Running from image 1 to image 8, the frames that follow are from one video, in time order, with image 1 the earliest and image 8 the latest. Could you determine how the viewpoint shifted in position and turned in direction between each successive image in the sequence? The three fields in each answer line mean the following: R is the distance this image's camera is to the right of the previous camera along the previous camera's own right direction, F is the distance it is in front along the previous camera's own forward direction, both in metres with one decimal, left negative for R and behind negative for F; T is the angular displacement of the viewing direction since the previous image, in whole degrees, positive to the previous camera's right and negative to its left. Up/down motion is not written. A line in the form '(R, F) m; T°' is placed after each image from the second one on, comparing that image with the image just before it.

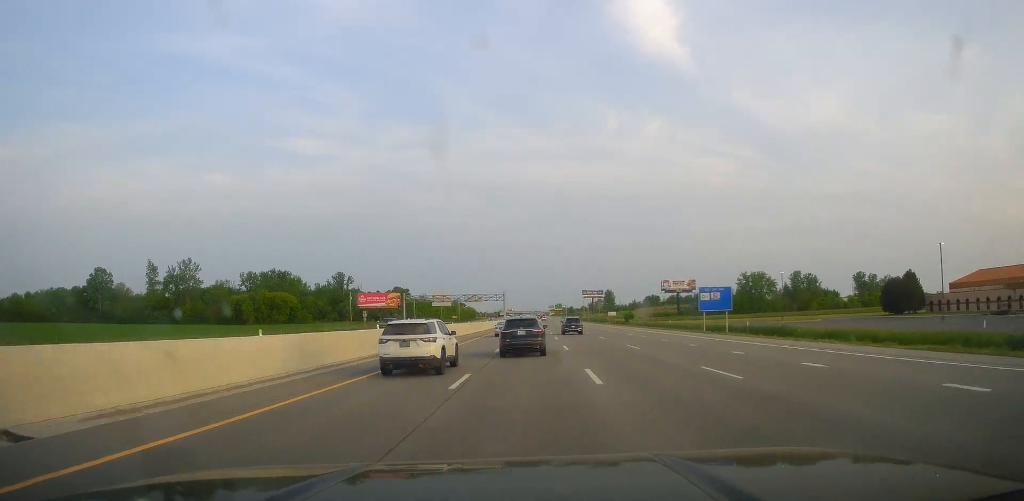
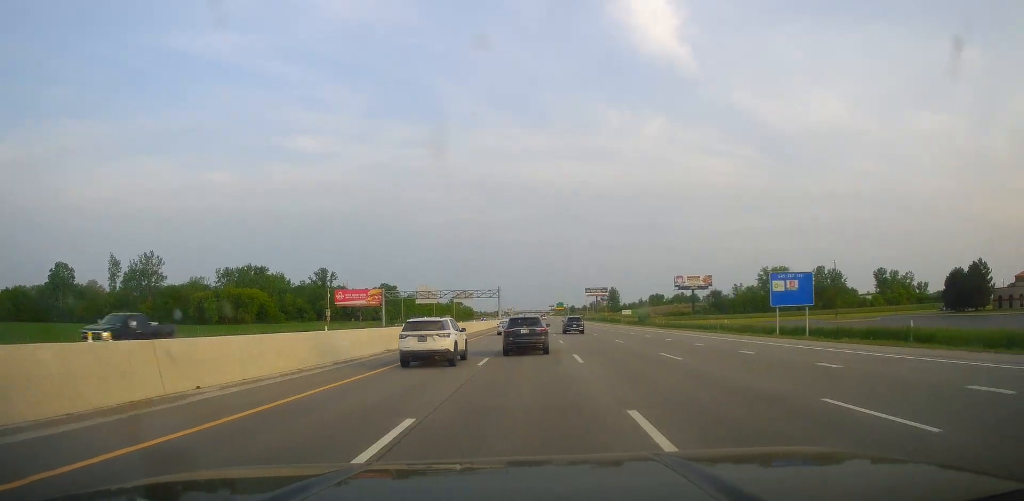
(0.0, +23.9) m; 0°
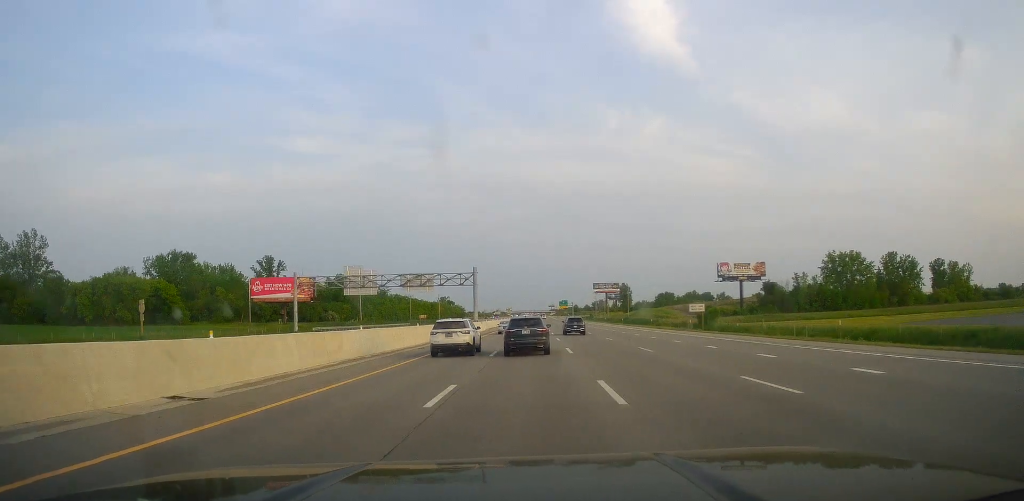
(+0.6, +55.5) m; 0°
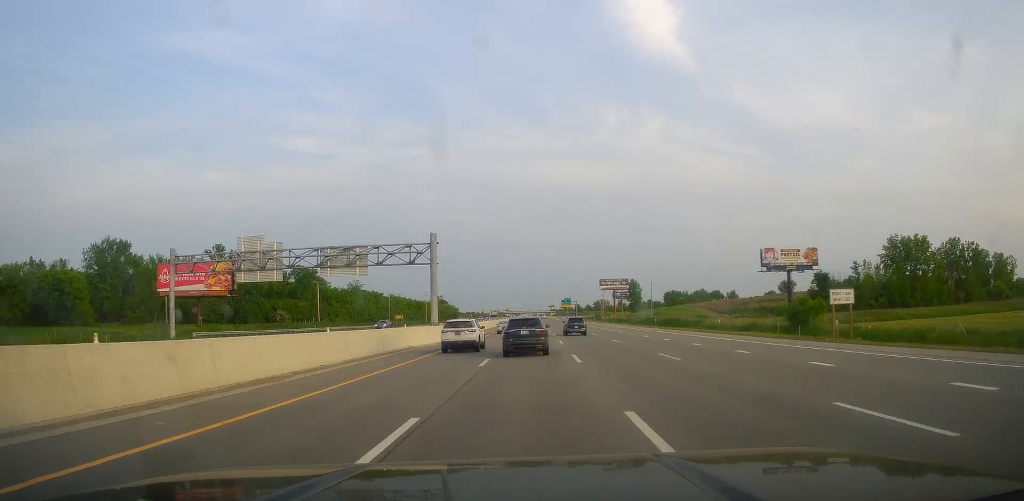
(-0.4, +35.3) m; -1°
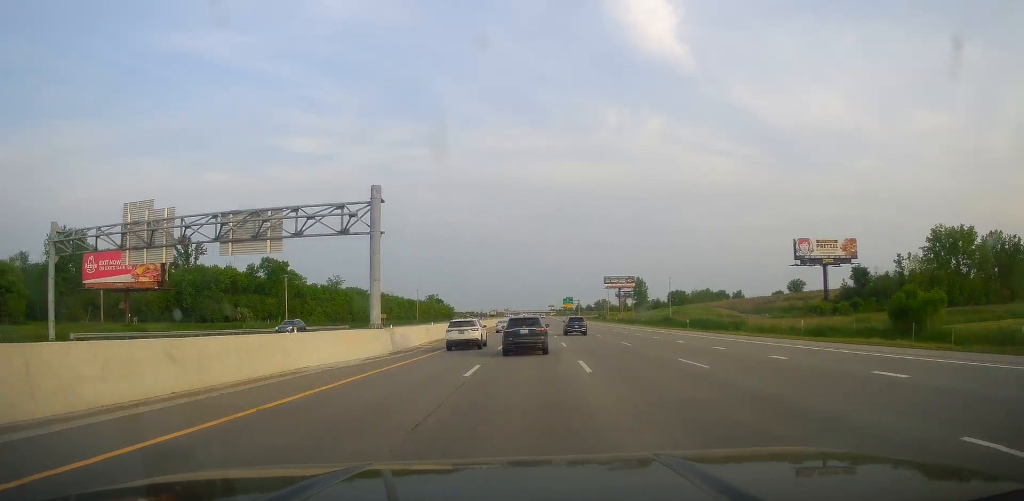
(0.0, +19.5) m; +1°
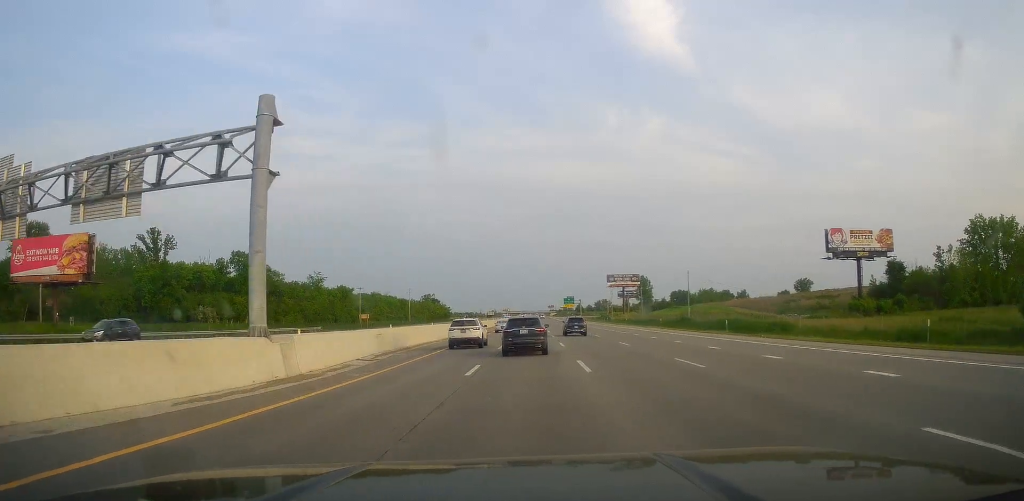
(-0.2, +14.9) m; +1°
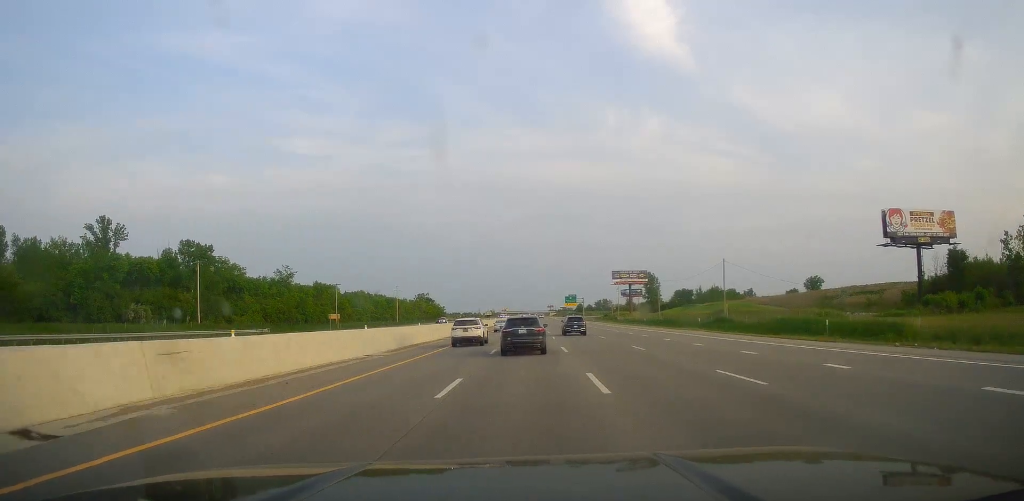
(+0.5, +20.6) m; 0°
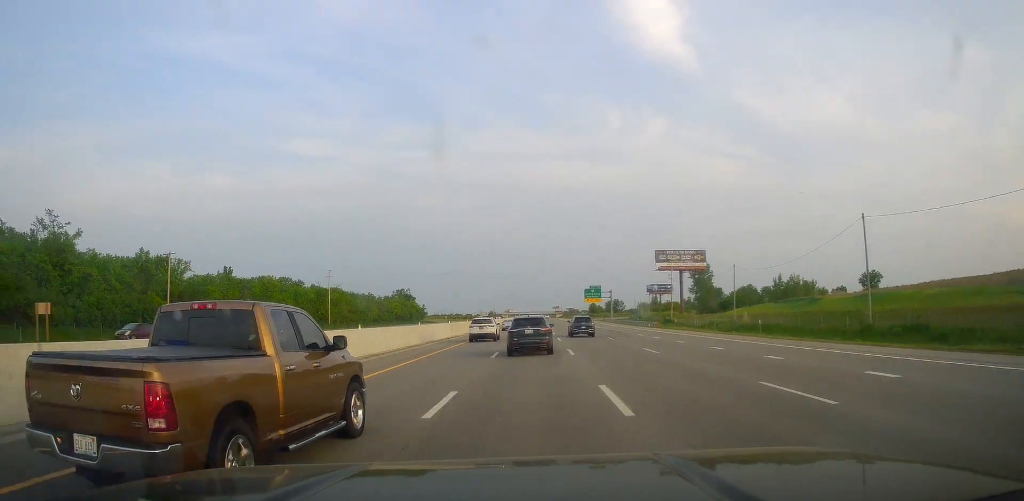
(-1.2, +78.6) m; -1°
